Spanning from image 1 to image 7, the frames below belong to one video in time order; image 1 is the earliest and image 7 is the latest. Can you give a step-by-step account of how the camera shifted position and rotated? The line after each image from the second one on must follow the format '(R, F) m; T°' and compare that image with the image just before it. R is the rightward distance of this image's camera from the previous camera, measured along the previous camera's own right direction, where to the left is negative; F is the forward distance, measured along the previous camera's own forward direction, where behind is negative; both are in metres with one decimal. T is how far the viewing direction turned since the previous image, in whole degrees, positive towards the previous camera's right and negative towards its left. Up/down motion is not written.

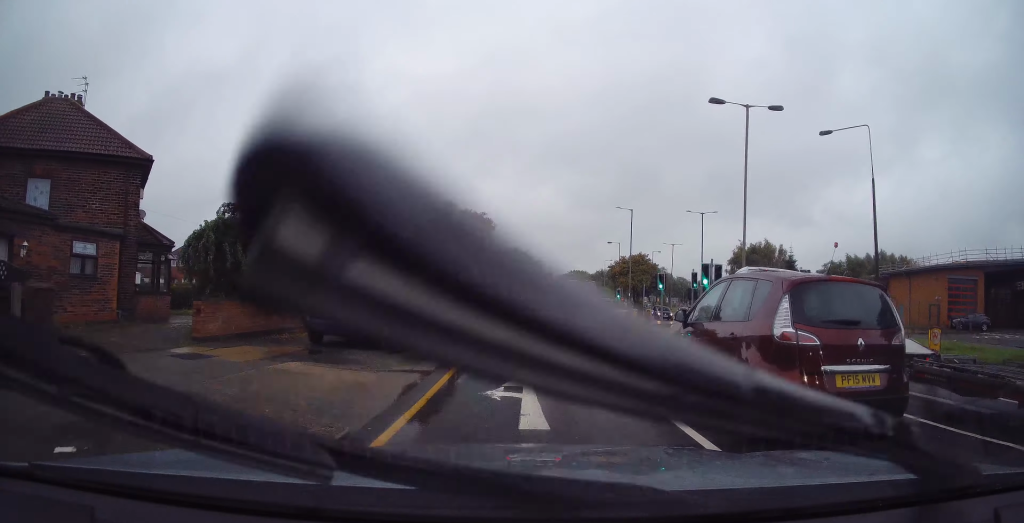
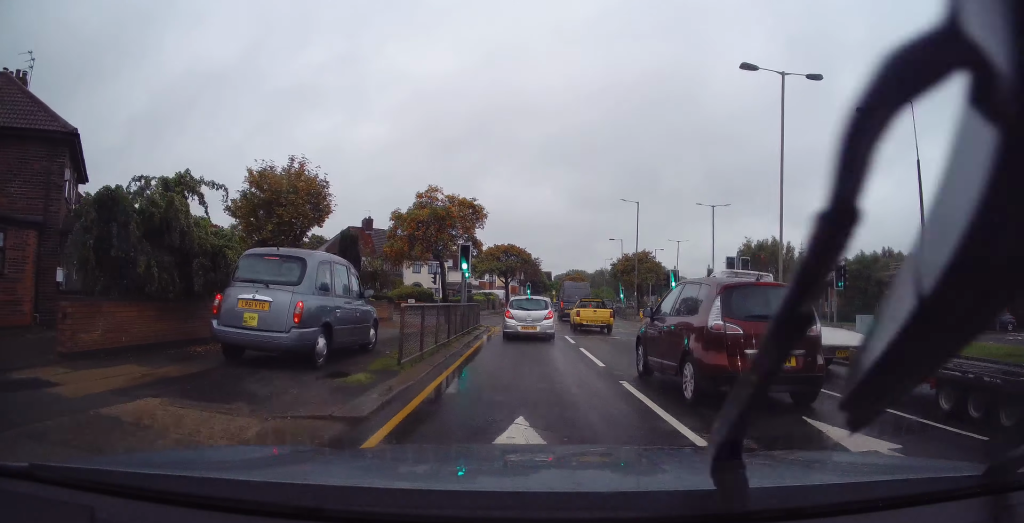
(0.0, +3.7) m; +2°
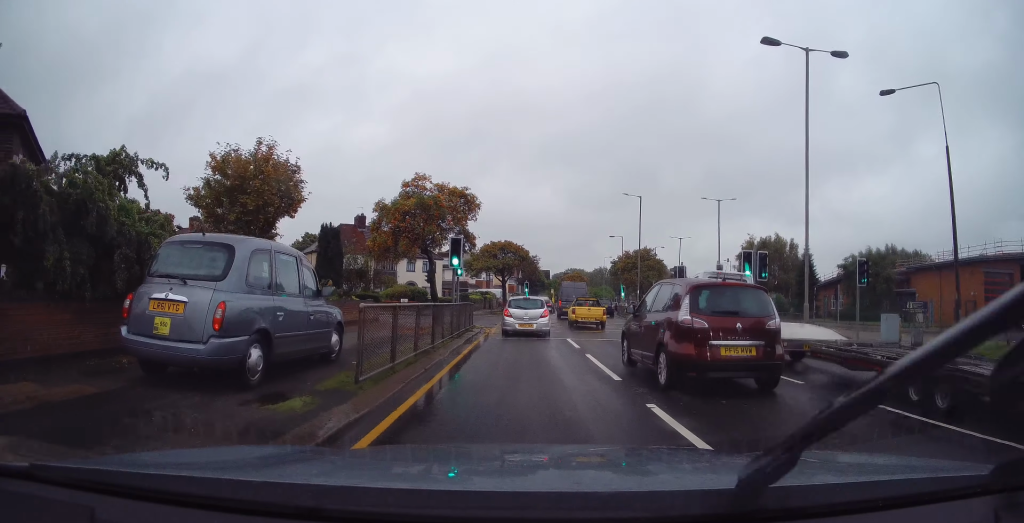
(0.0, +2.1) m; +1°
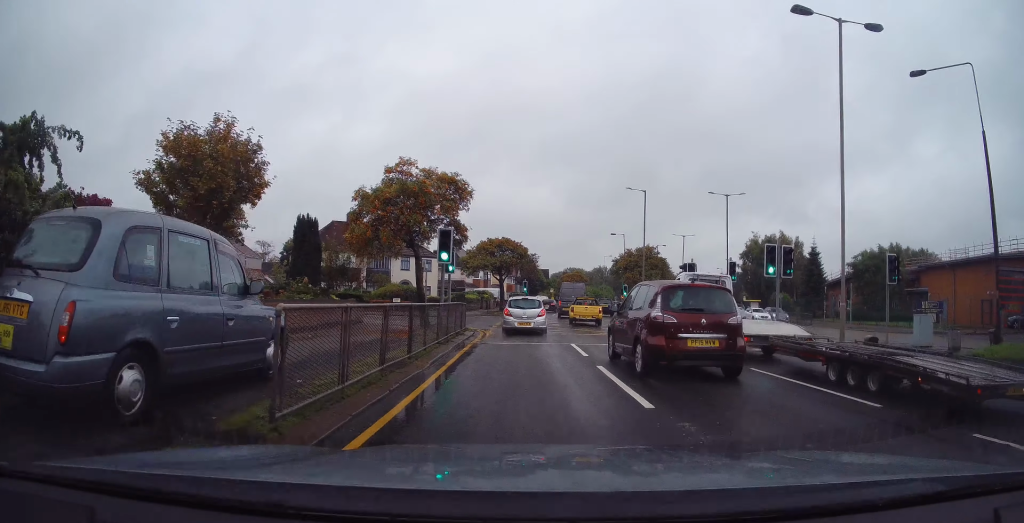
(+0.1, +2.3) m; 0°
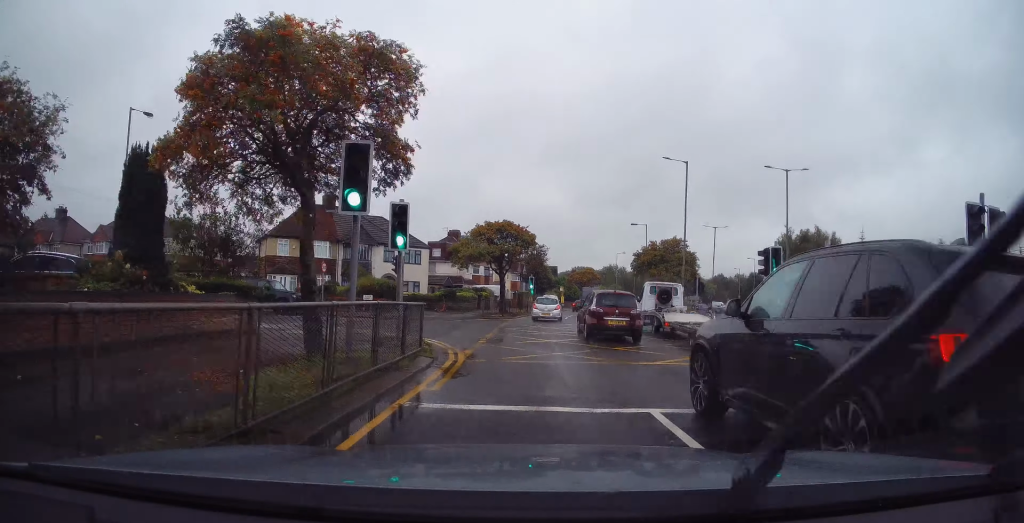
(+0.1, +9.7) m; +1°
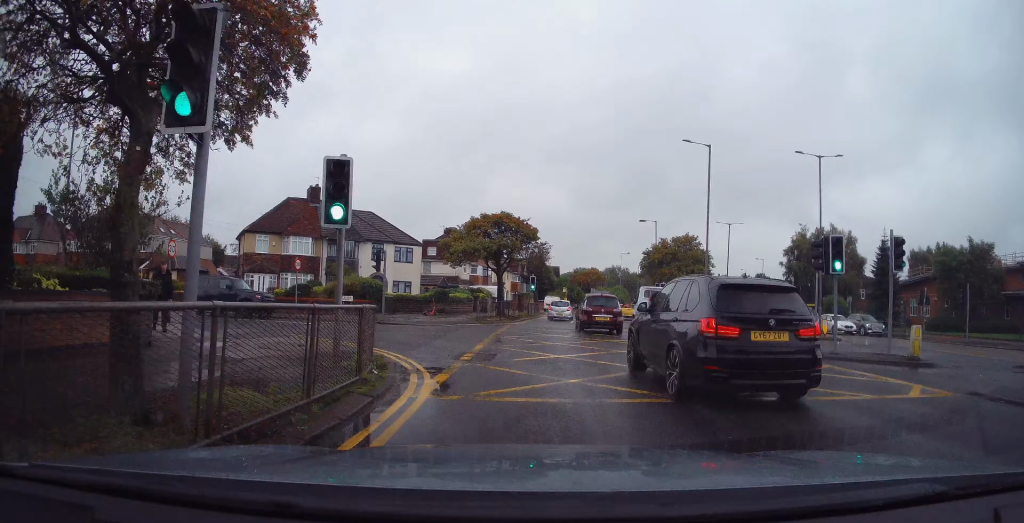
(0.0, +4.4) m; -2°
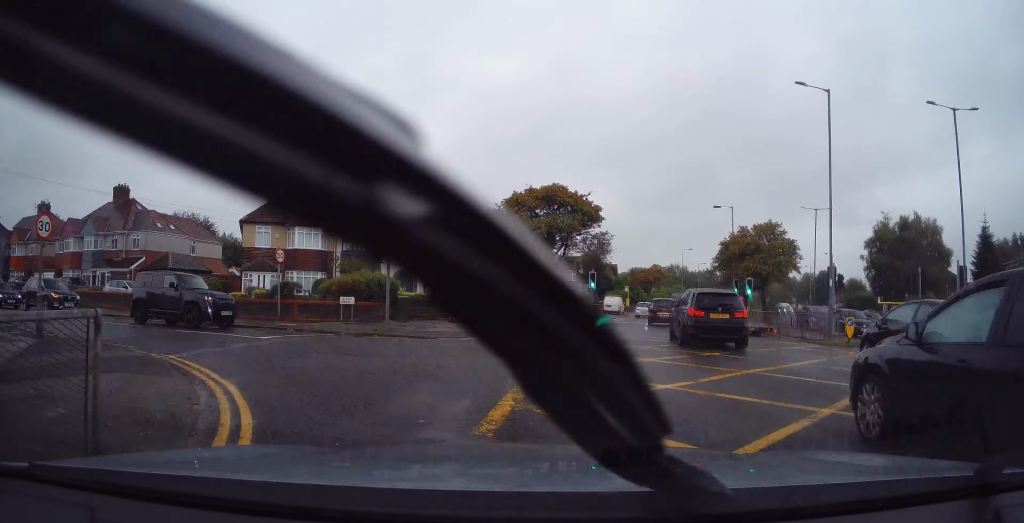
(-0.4, +7.9) m; -10°
